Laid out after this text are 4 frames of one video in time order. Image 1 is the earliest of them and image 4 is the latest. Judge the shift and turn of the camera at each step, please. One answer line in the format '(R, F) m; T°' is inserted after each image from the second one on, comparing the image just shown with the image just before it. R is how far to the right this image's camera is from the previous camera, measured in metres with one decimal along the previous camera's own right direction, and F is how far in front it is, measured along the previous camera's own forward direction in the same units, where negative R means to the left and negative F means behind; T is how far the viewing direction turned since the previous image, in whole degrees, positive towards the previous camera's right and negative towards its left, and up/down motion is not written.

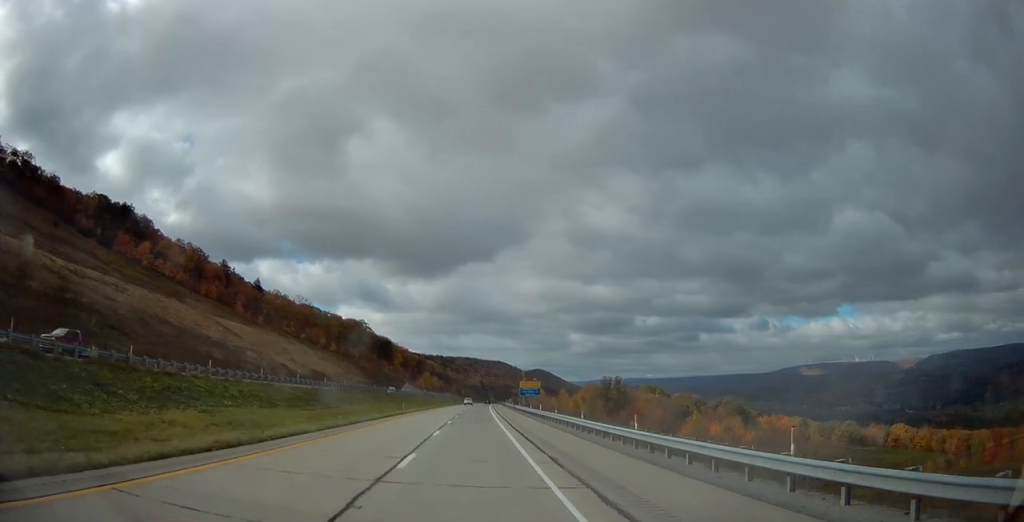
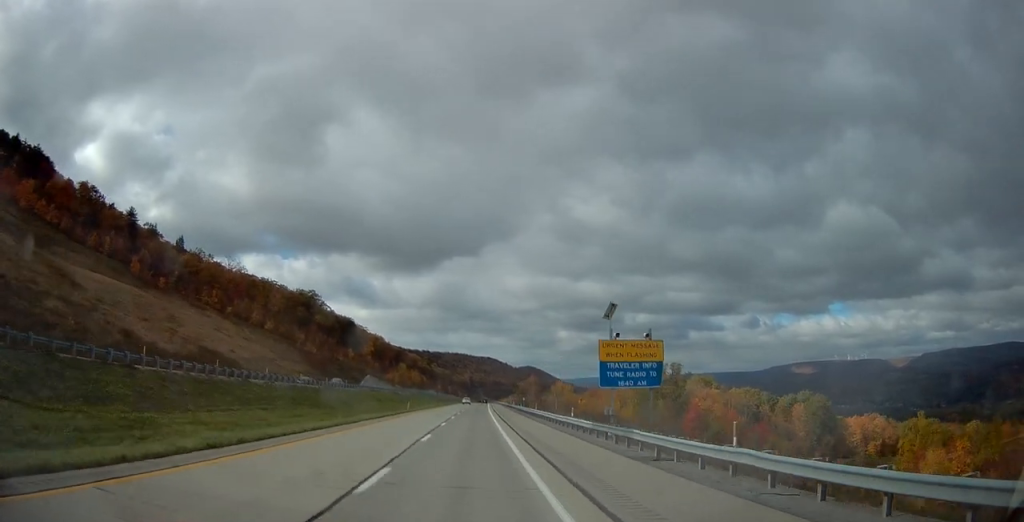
(+1.0, +77.6) m; +1°
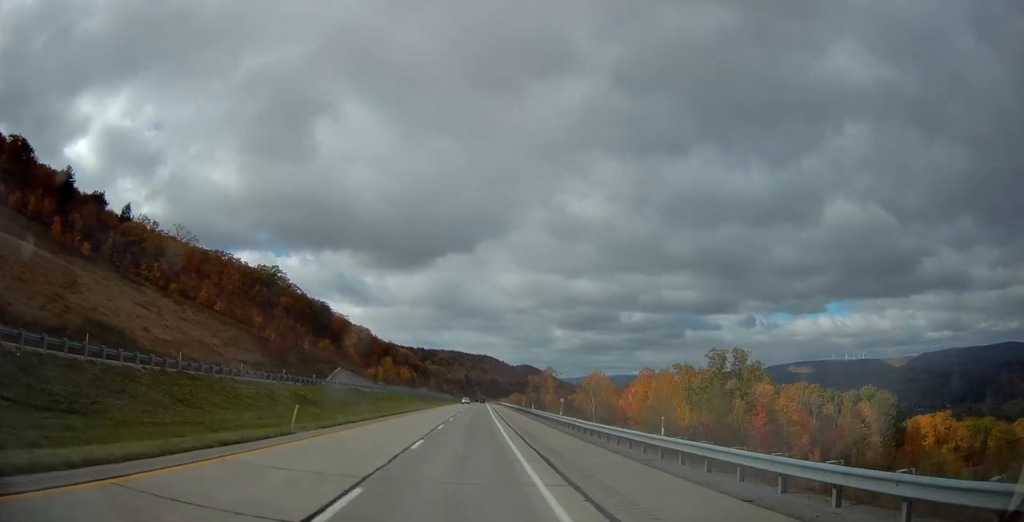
(+0.3, +40.5) m; +1°
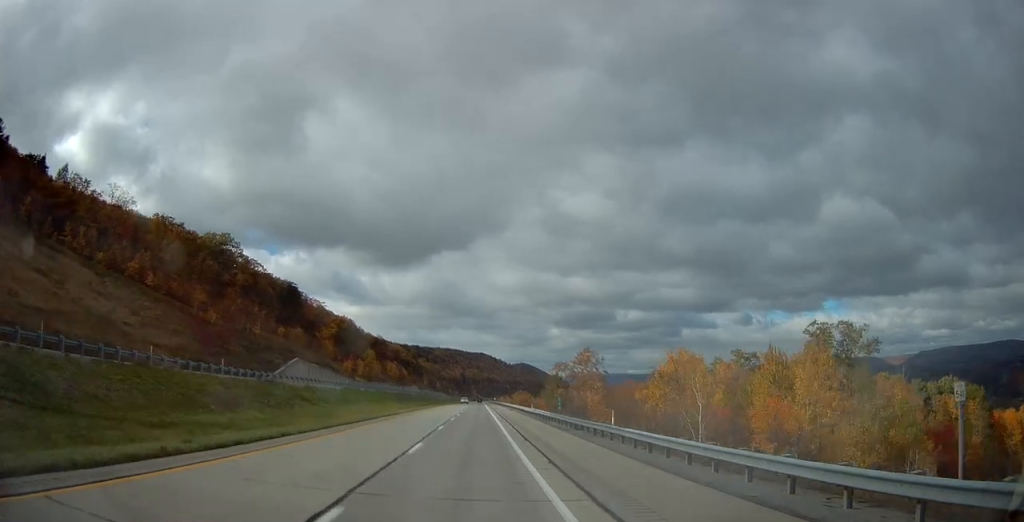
(0.0, +38.4) m; 0°
